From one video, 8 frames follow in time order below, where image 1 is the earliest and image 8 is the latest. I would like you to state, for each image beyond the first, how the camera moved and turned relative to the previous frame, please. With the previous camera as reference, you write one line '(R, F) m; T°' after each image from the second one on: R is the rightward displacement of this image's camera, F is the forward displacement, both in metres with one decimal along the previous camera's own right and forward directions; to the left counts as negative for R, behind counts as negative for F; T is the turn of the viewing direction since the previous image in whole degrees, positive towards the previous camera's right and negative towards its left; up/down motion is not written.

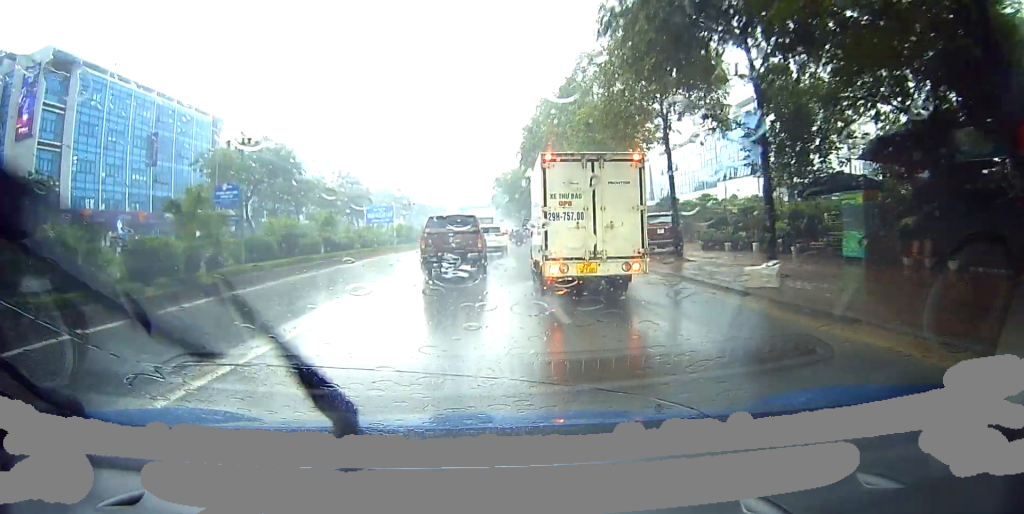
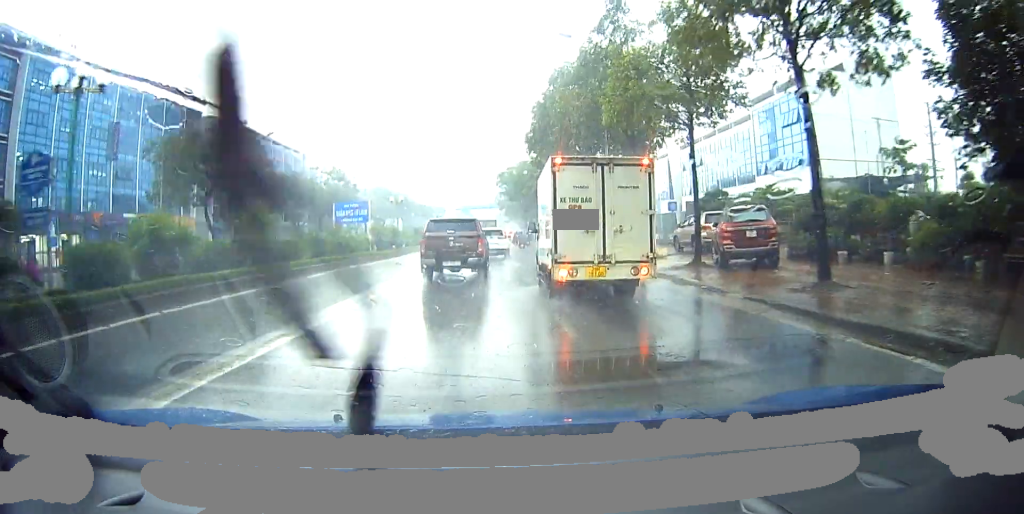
(0.0, +8.6) m; 0°
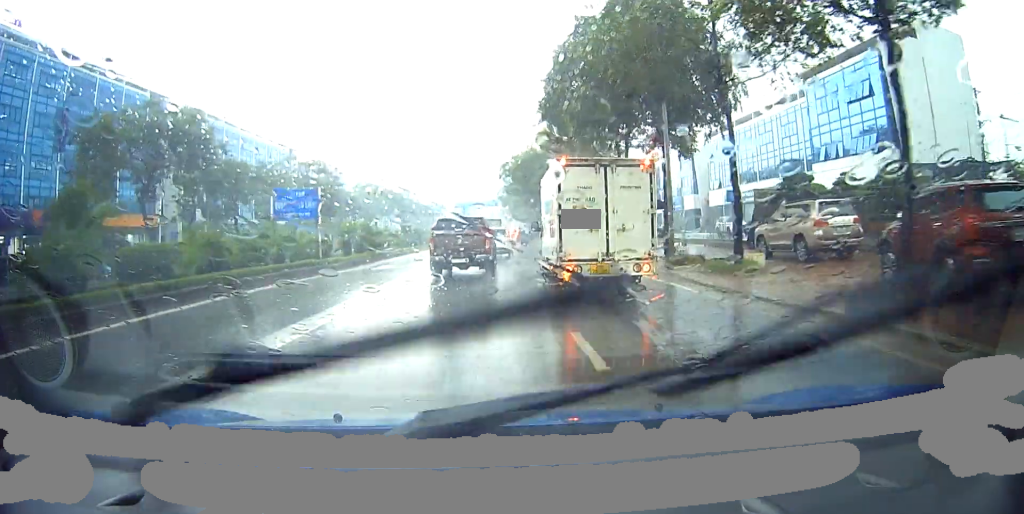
(0.0, +9.7) m; +3°
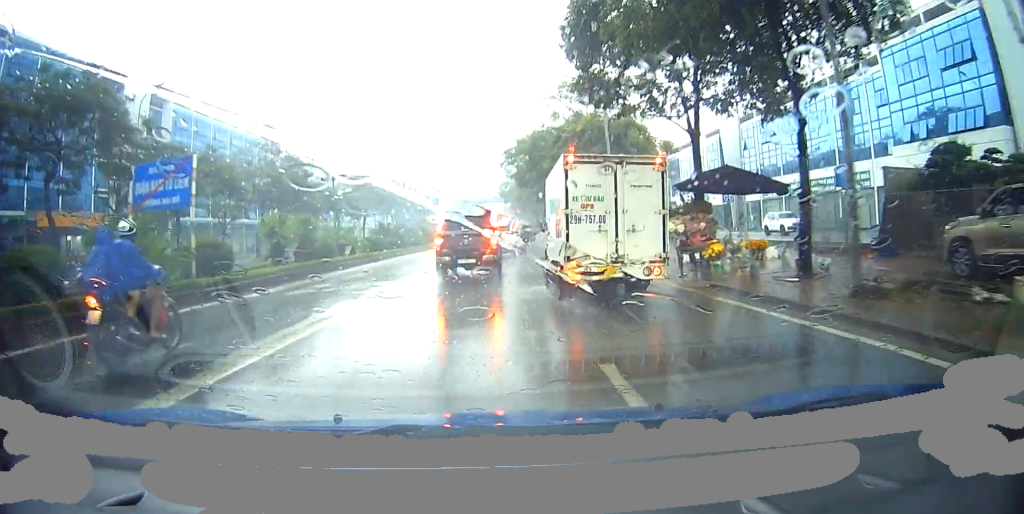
(+0.4, +9.5) m; 0°
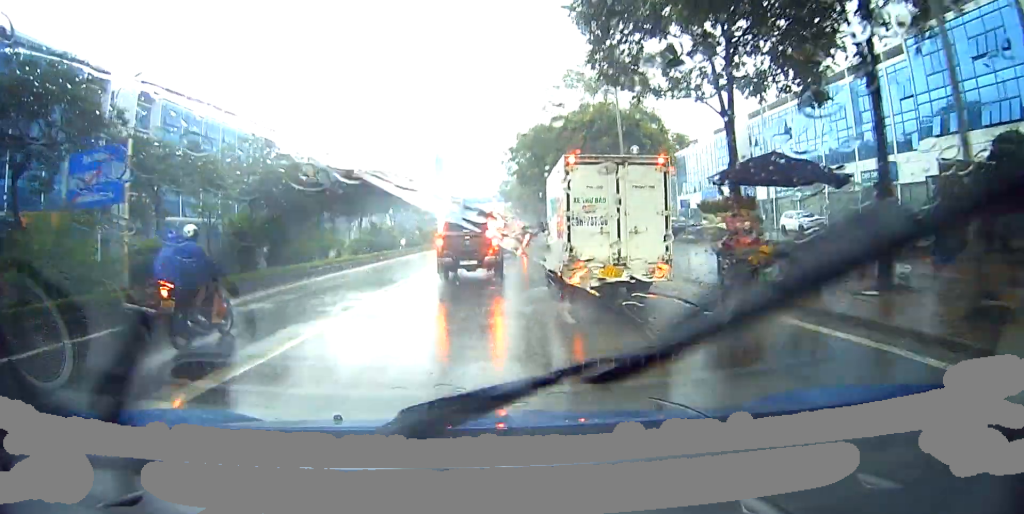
(-0.1, +3.4) m; 0°
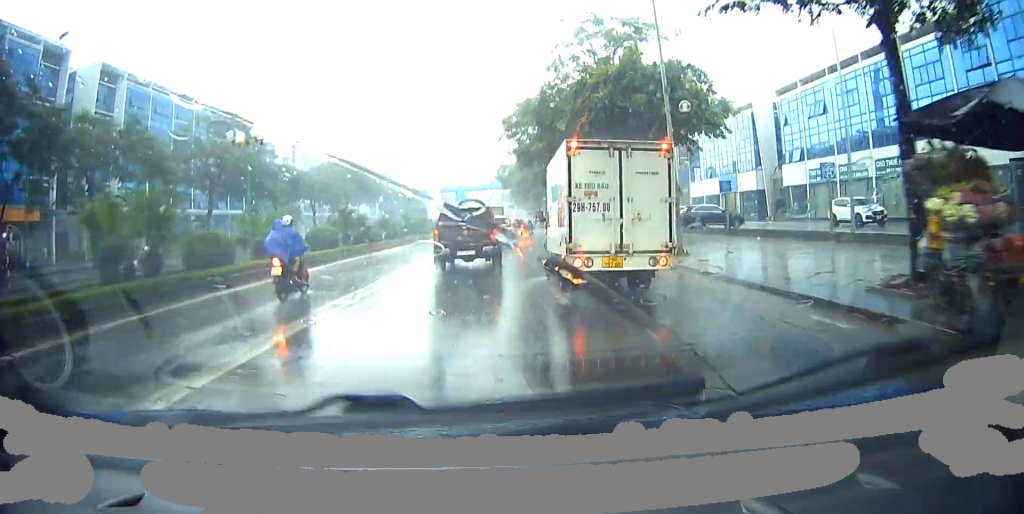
(-0.4, +6.9) m; +1°
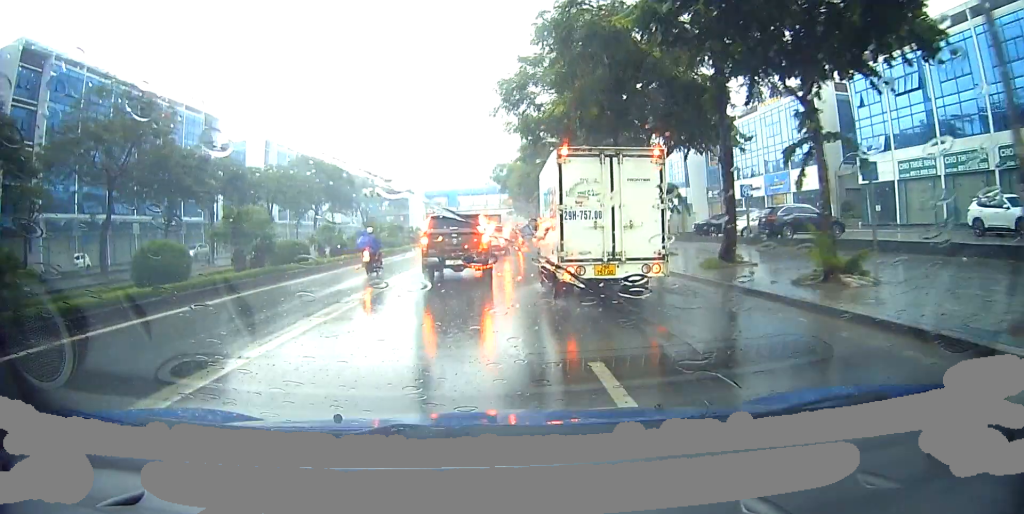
(+0.4, +13.9) m; -2°
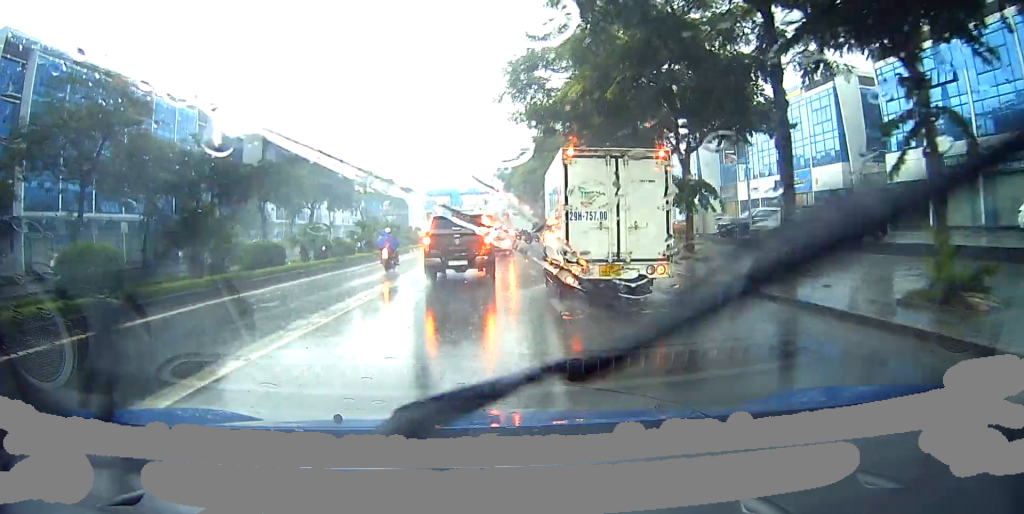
(-0.1, +3.5) m; -1°
